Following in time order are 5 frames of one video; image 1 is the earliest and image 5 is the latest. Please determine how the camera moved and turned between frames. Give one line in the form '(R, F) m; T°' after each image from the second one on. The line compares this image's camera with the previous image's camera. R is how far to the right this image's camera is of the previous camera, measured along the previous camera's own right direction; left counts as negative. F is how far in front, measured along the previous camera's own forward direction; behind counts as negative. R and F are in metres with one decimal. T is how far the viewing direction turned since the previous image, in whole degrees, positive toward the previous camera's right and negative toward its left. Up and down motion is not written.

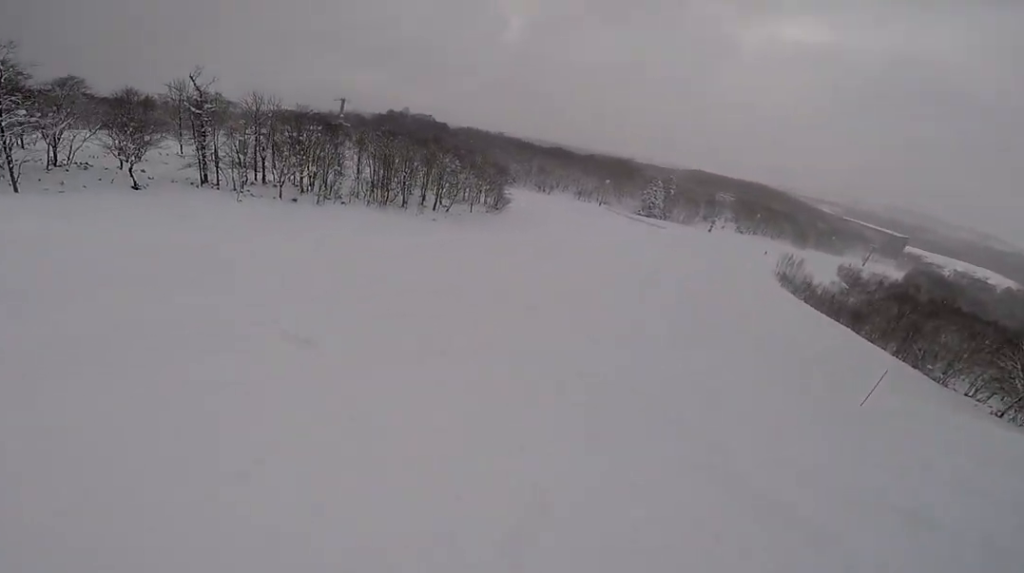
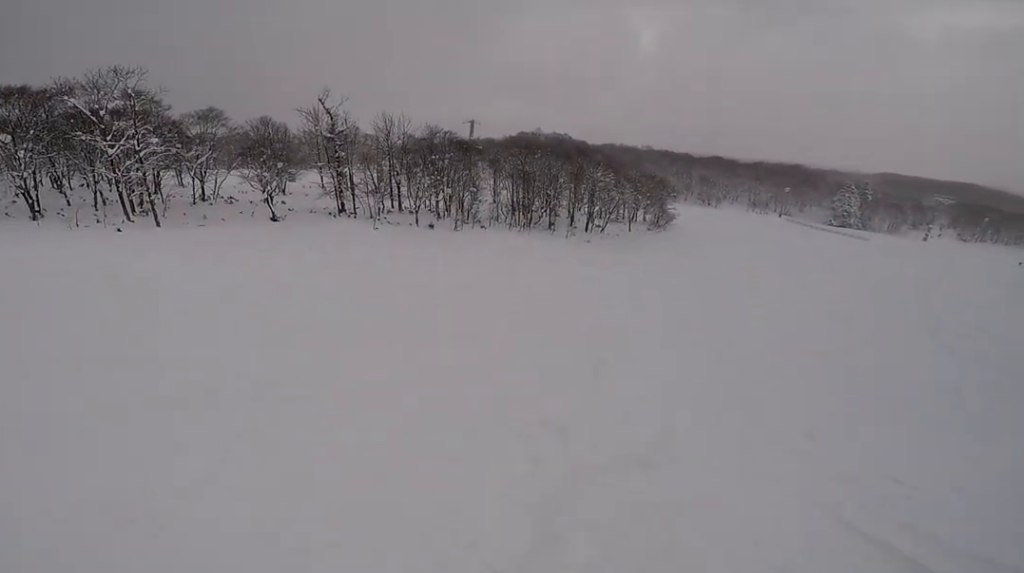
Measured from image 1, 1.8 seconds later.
(-4.2, +6.3) m; -35°
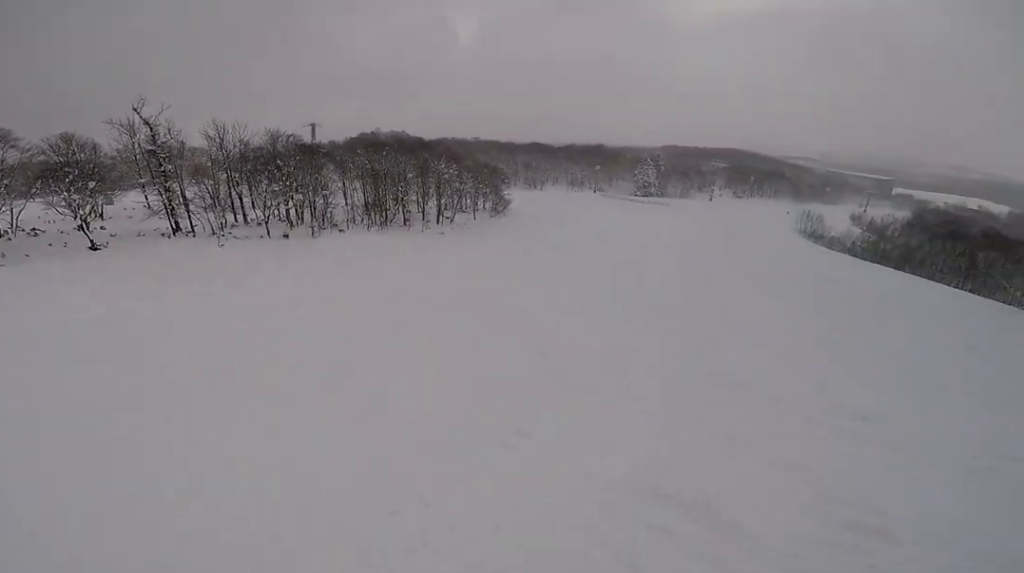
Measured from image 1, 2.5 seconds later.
(-0.5, +3.0) m; +15°
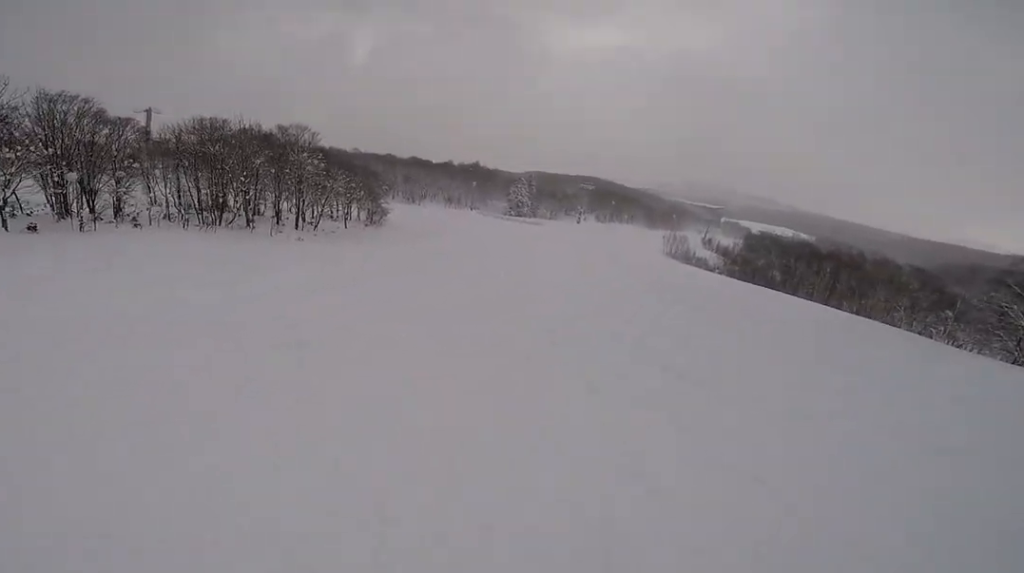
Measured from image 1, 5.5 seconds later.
(+9.5, +15.1) m; +30°
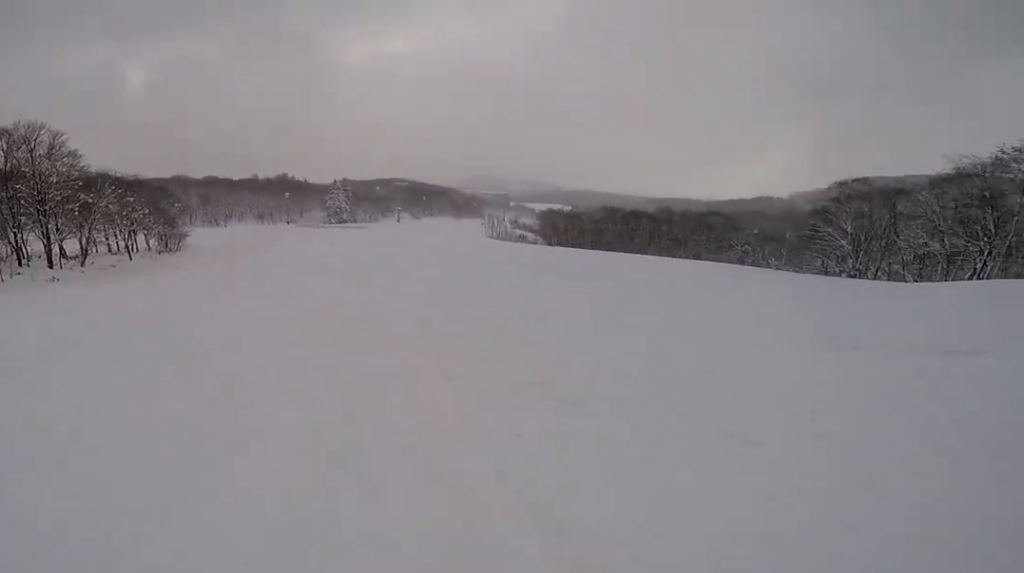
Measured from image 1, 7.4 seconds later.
(-1.1, +14.1) m; +9°
